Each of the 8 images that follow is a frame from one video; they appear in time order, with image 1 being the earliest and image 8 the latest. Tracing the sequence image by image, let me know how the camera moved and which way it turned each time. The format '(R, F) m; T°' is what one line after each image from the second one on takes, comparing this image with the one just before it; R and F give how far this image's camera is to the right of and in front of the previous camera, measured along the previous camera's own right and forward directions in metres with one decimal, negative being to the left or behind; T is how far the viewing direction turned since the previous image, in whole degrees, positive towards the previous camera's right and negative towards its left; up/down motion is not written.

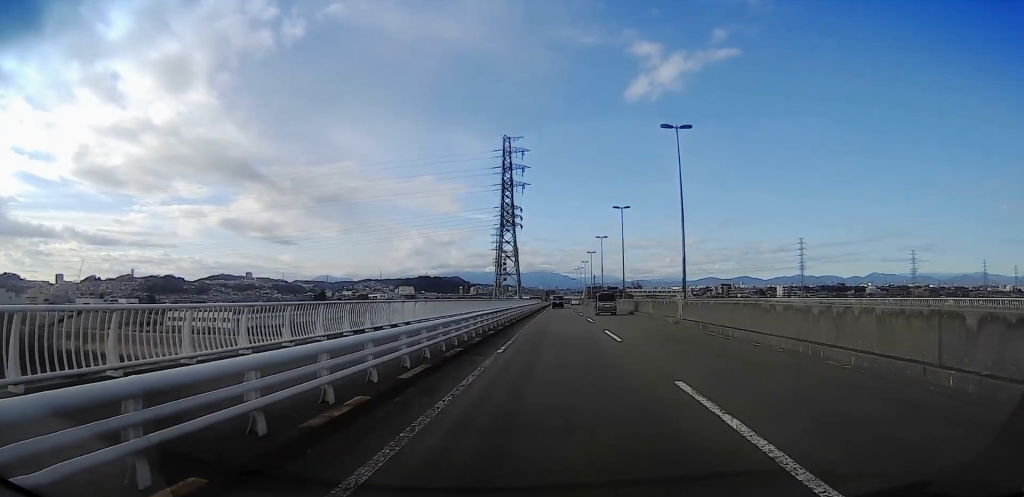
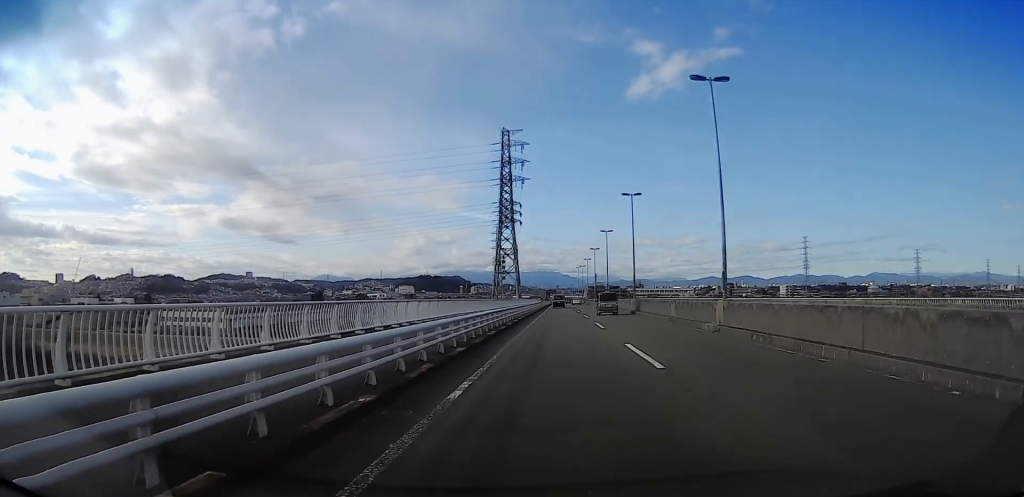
(-0.1, +7.1) m; 0°
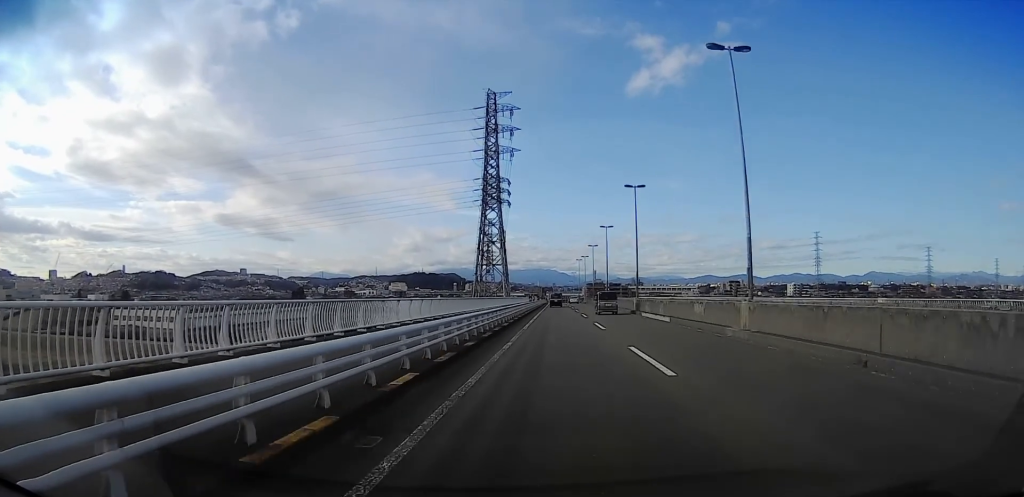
(-0.1, +30.7) m; 0°
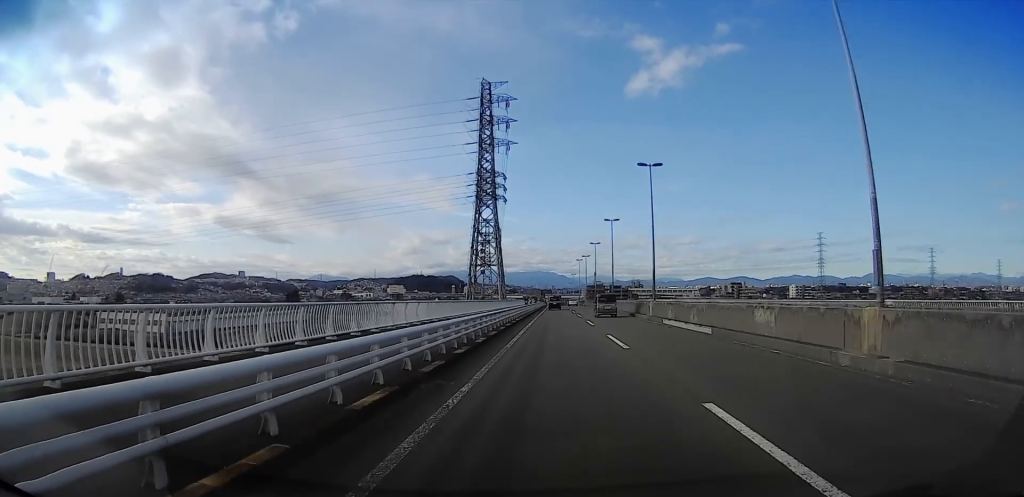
(+0.3, +8.3) m; 0°
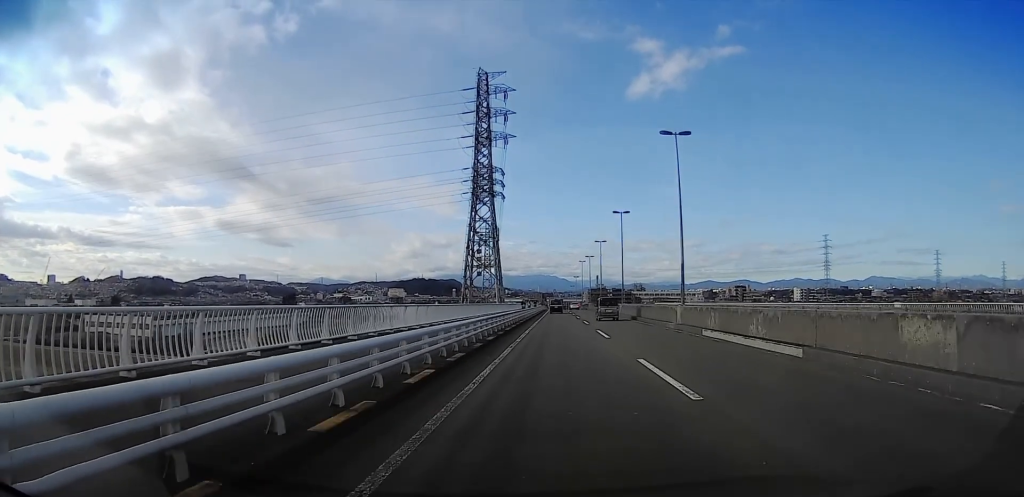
(+0.3, +8.3) m; 0°
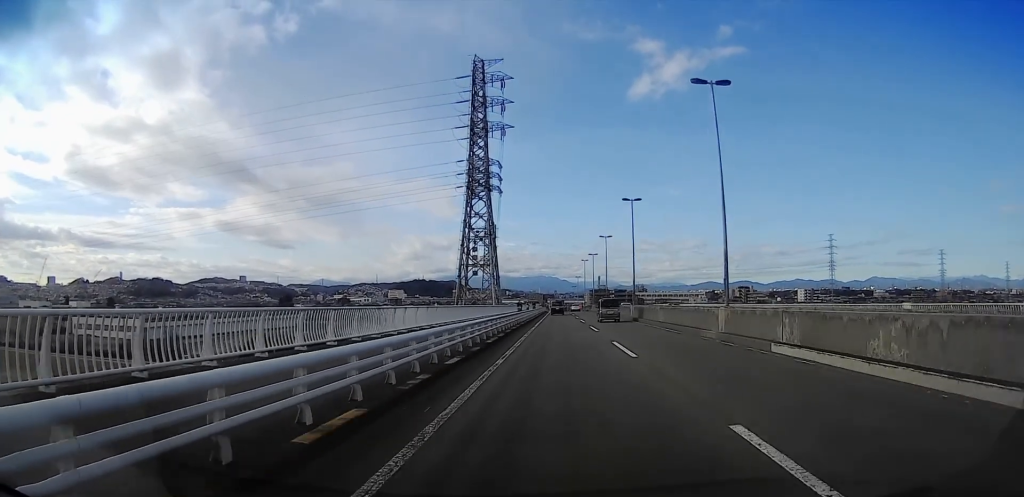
(-0.3, +7.7) m; 0°
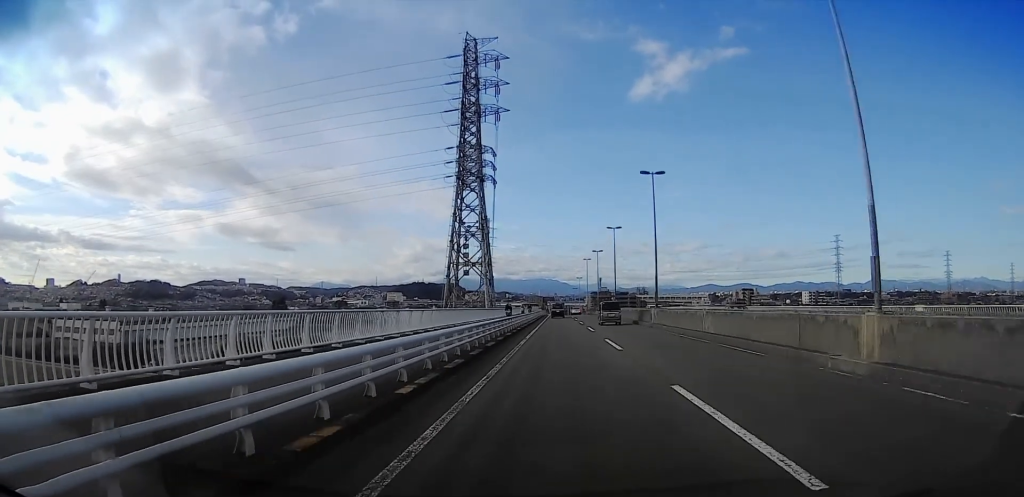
(-0.3, +11.6) m; 0°
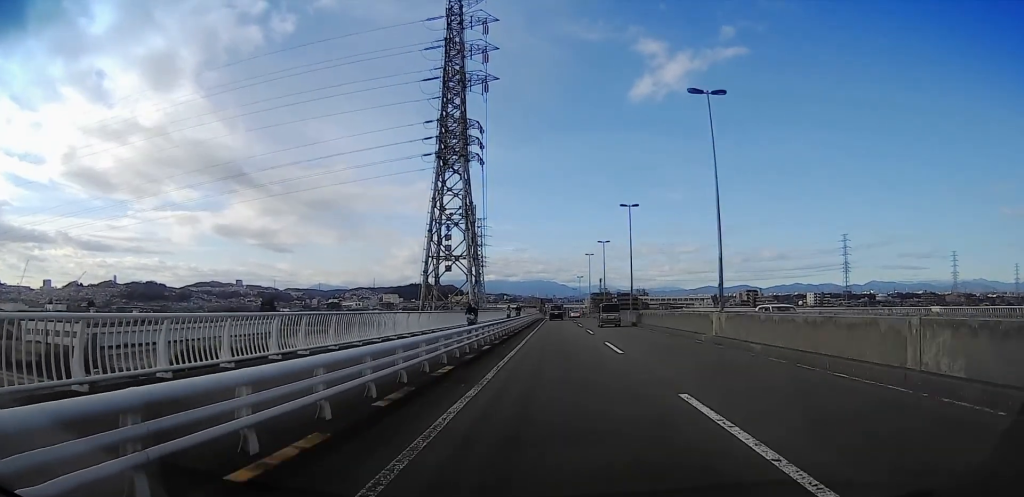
(+0.5, +16.1) m; +1°
